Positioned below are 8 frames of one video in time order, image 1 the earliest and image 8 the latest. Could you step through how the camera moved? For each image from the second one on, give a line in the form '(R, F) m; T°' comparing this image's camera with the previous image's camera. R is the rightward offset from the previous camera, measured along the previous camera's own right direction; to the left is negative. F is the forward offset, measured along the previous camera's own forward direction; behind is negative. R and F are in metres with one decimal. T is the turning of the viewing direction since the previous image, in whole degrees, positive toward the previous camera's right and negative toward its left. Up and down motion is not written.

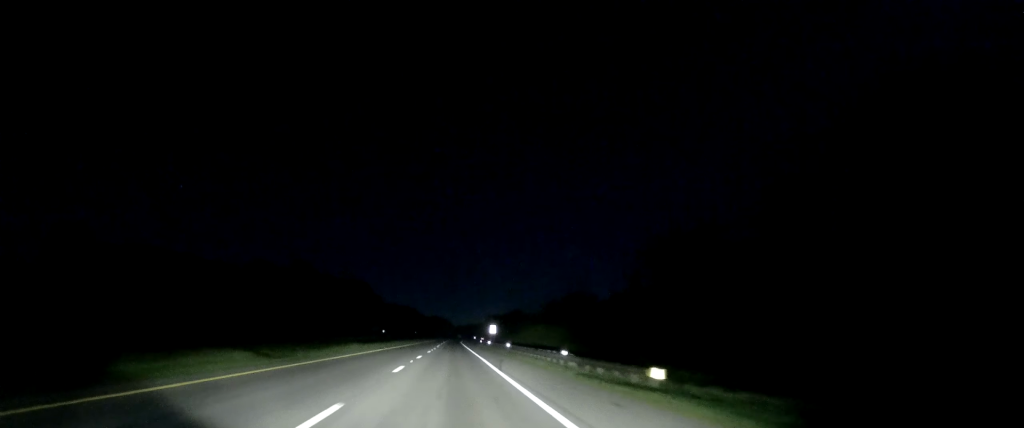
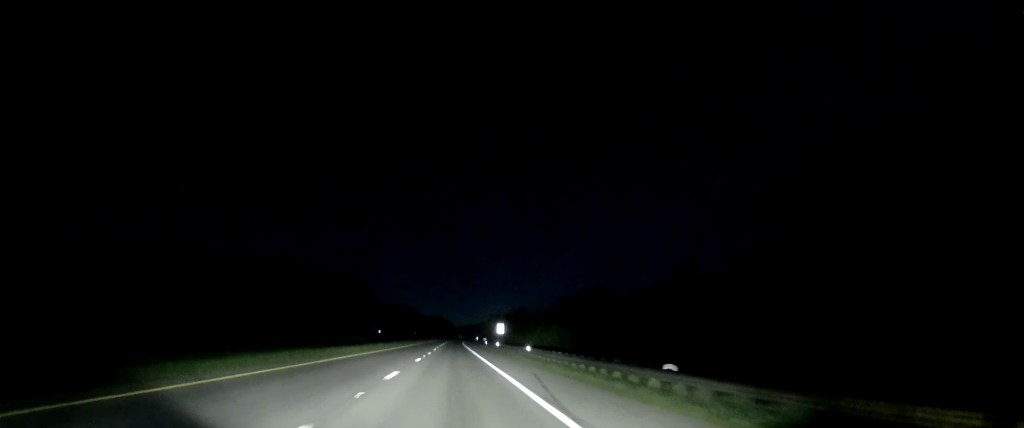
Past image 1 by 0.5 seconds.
(0.0, +14.8) m; 0°
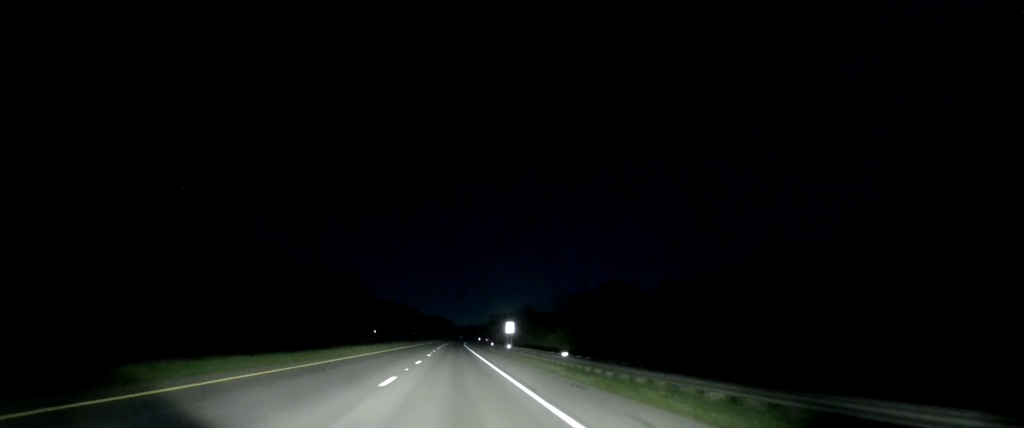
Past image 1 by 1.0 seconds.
(0.0, +13.8) m; 0°
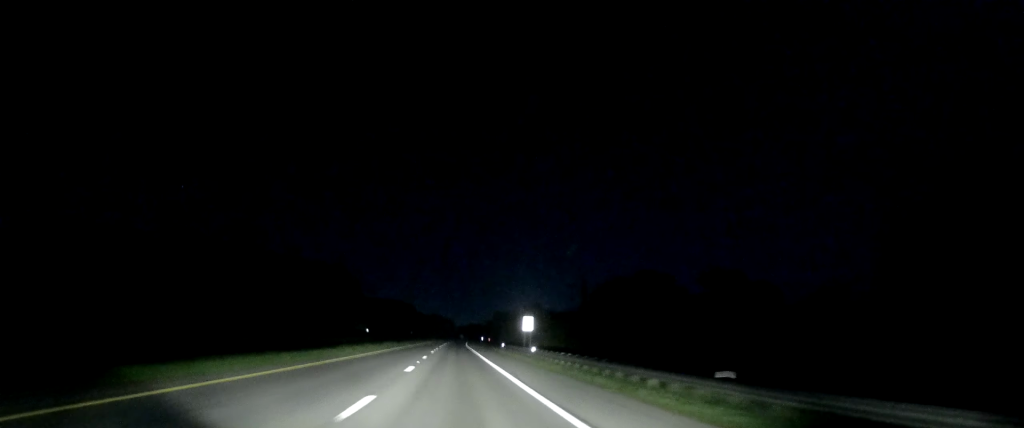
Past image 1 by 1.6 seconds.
(0.0, +17.8) m; 0°
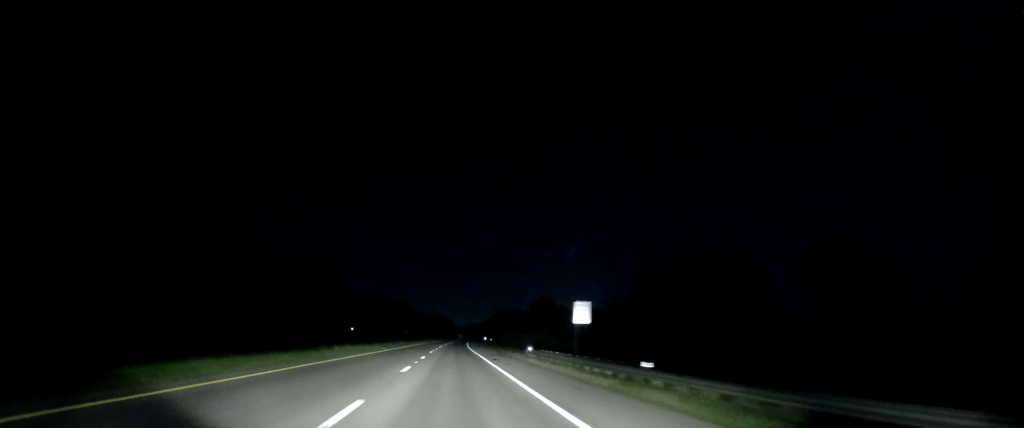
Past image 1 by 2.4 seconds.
(-0.1, +24.8) m; -1°
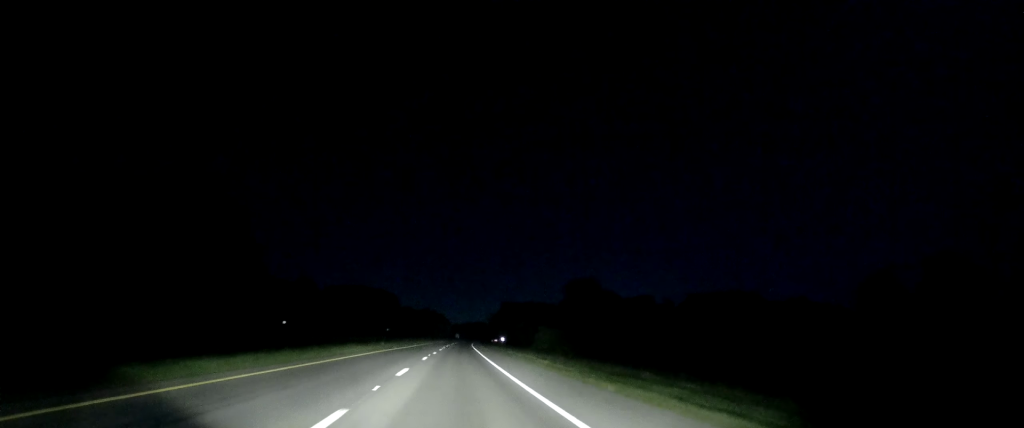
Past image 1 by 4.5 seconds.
(+0.7, +62.5) m; +1°
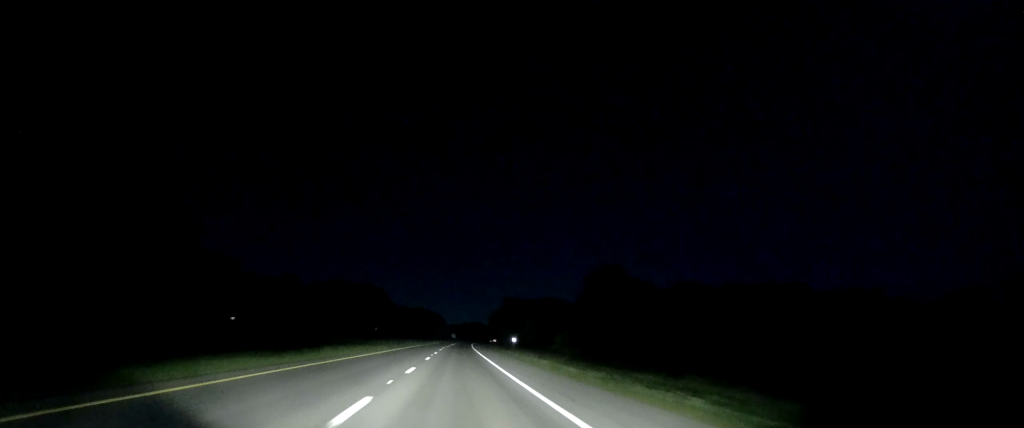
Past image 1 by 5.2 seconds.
(-0.5, +22.3) m; -1°
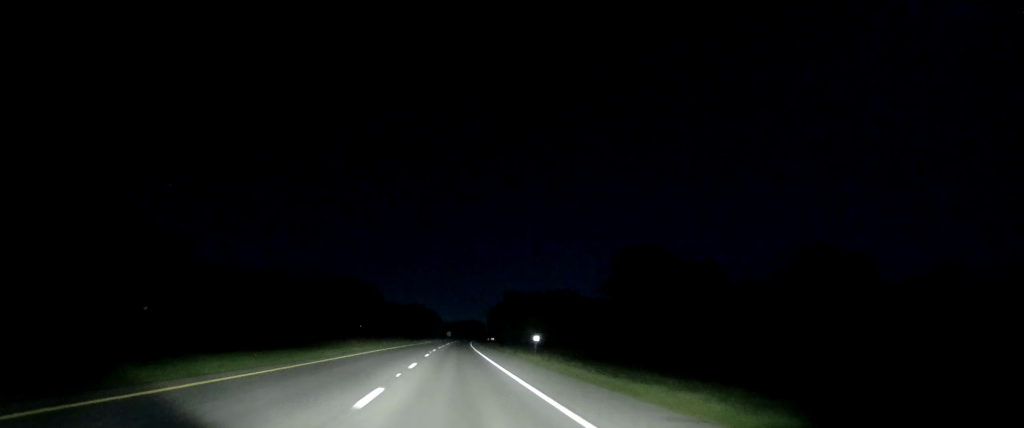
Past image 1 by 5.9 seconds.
(+0.2, +22.4) m; 0°
